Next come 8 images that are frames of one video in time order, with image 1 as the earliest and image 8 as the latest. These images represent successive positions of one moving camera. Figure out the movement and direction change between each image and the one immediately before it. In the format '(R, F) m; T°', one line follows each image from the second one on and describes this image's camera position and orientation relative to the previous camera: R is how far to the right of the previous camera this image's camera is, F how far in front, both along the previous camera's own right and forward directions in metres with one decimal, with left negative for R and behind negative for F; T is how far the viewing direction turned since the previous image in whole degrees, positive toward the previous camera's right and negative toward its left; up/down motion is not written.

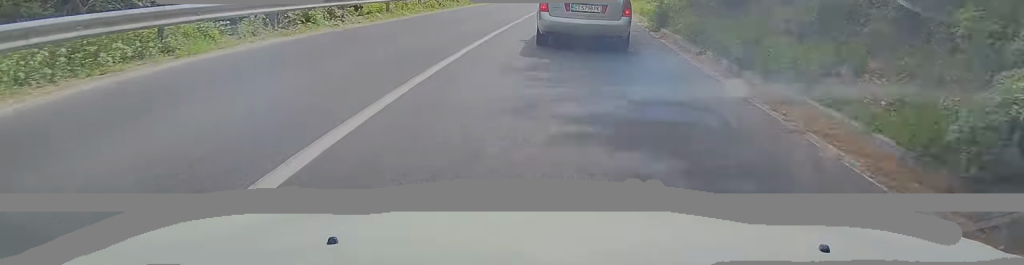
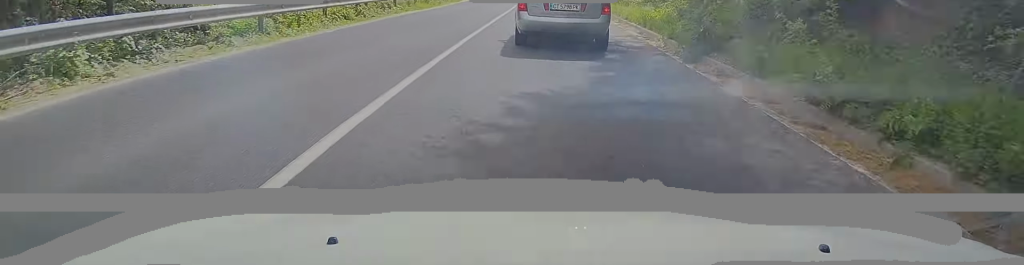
(+0.2, +7.8) m; +2°
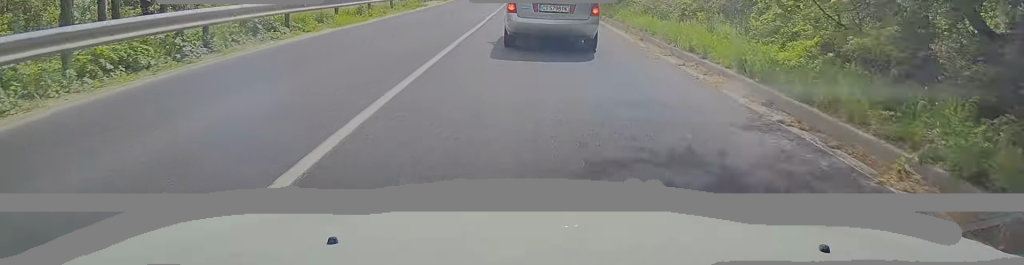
(+0.3, +10.3) m; +3°
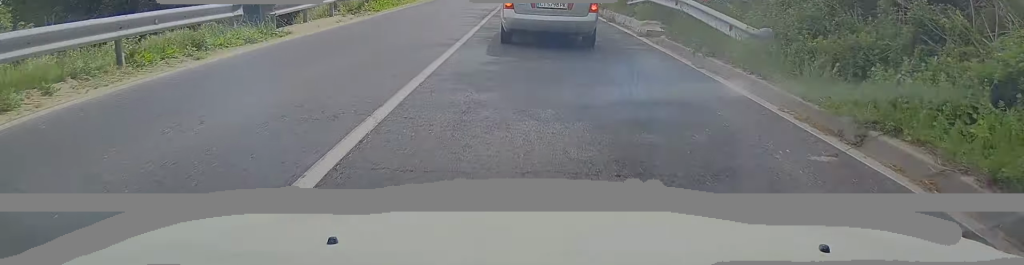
(+0.8, +19.0) m; +5°
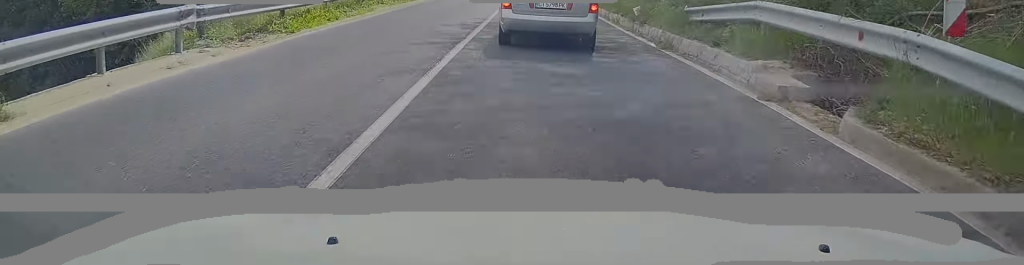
(+0.1, +8.2) m; +1°
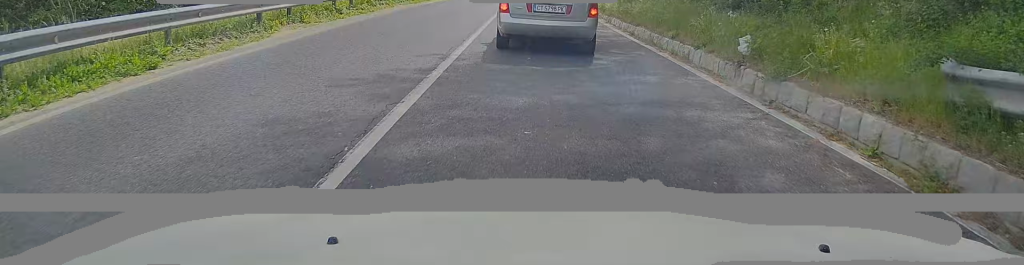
(+0.3, +9.0) m; 0°
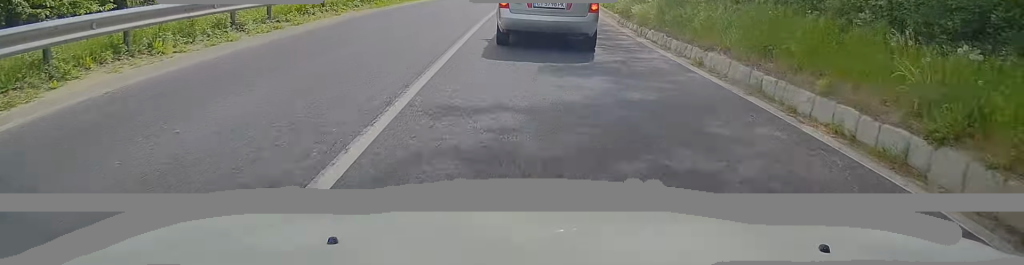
(-0.2, +7.0) m; 0°
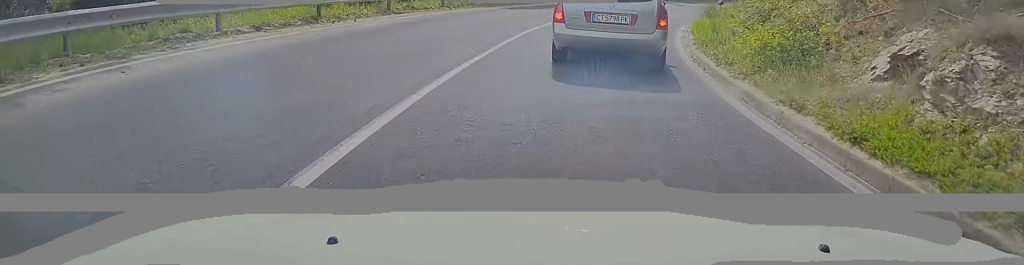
(+1.4, +38.2) m; +10°
